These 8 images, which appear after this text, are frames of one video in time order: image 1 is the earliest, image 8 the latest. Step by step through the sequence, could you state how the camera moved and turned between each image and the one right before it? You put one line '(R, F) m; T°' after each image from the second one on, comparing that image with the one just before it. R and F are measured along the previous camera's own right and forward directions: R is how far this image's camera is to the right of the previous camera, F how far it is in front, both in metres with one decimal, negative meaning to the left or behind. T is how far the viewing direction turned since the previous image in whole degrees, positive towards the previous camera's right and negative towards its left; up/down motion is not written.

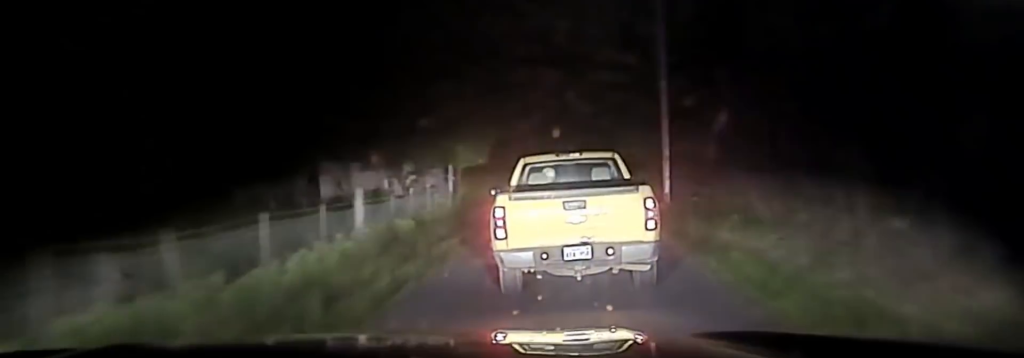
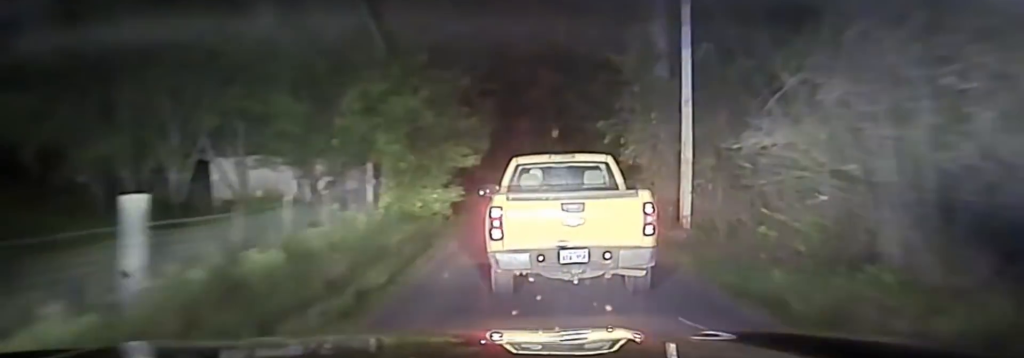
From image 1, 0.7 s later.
(0.0, +10.7) m; +1°
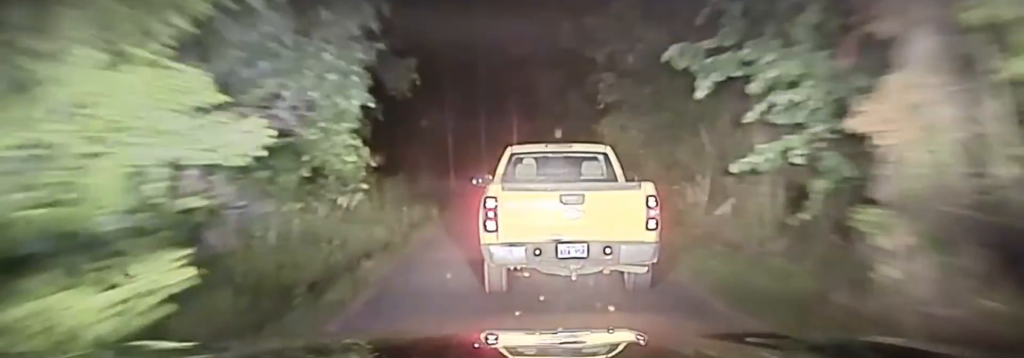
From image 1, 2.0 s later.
(+0.1, +21.2) m; +3°
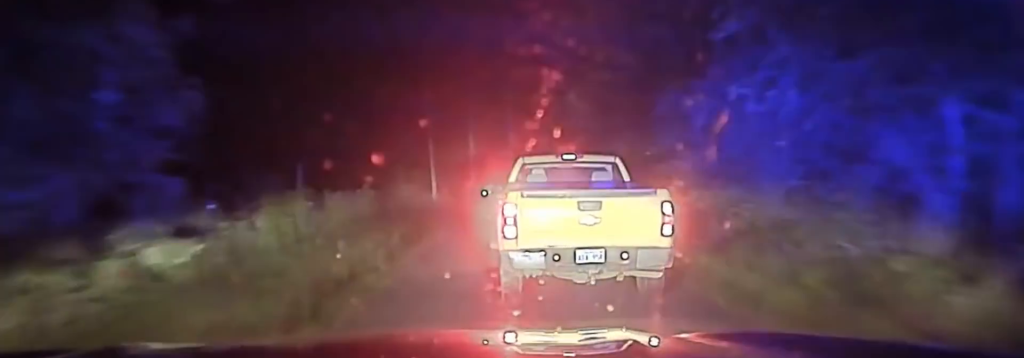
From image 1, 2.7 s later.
(+0.3, +11.2) m; -1°
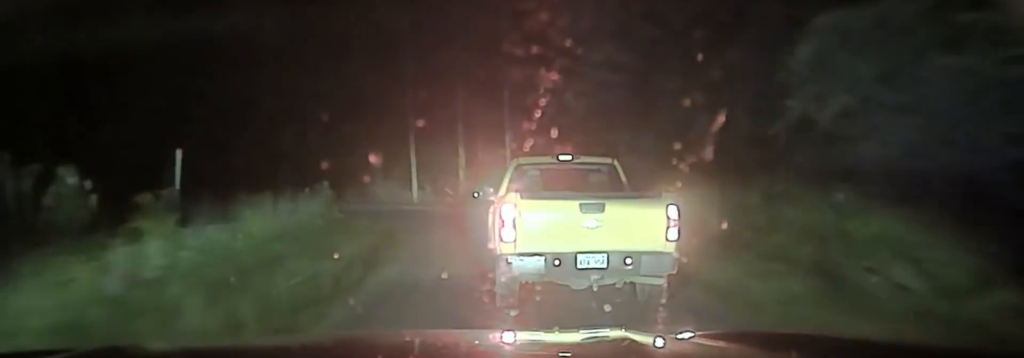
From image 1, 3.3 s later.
(+0.1, +8.5) m; -2°
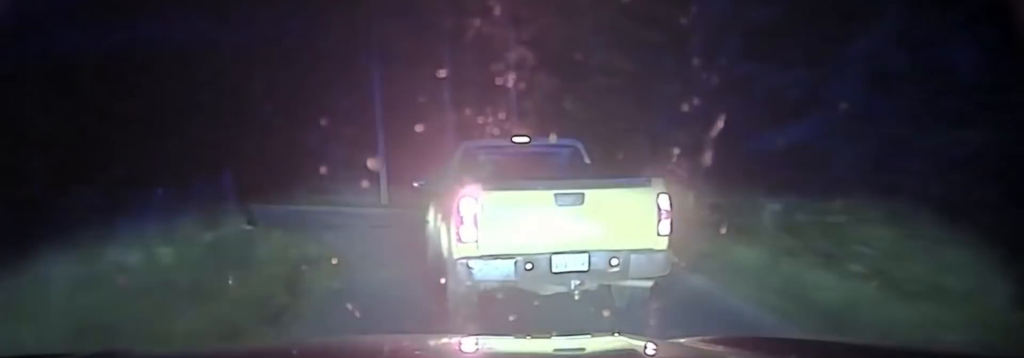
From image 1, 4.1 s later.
(-0.6, +11.6) m; -6°
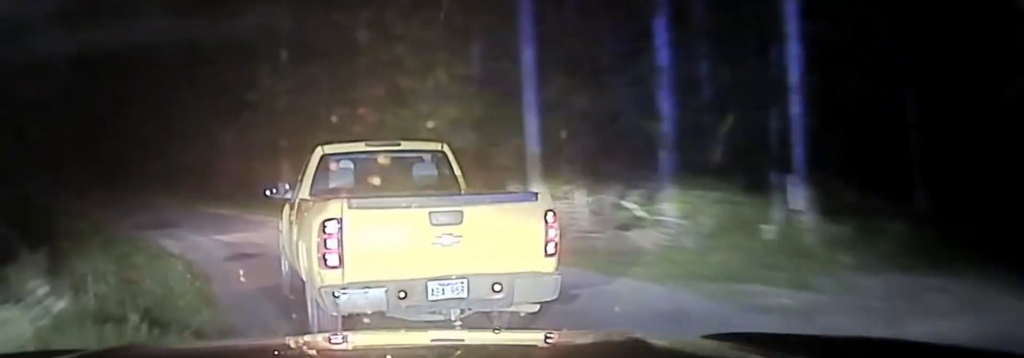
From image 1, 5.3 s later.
(-1.3, +14.0) m; -15°
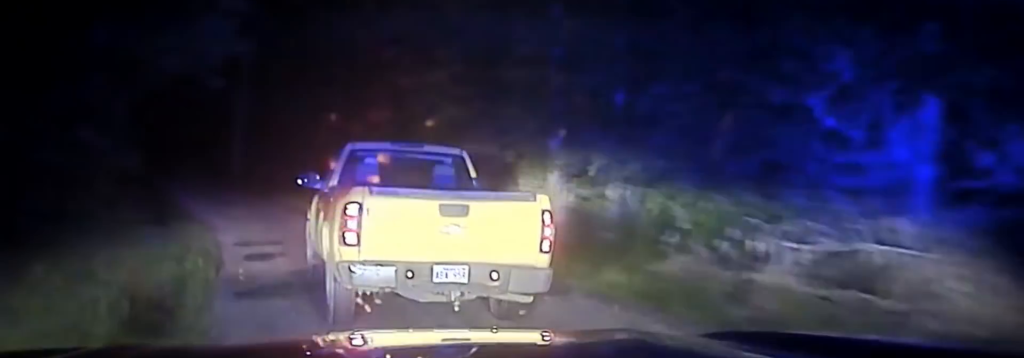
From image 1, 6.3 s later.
(-1.6, +9.6) m; -20°
